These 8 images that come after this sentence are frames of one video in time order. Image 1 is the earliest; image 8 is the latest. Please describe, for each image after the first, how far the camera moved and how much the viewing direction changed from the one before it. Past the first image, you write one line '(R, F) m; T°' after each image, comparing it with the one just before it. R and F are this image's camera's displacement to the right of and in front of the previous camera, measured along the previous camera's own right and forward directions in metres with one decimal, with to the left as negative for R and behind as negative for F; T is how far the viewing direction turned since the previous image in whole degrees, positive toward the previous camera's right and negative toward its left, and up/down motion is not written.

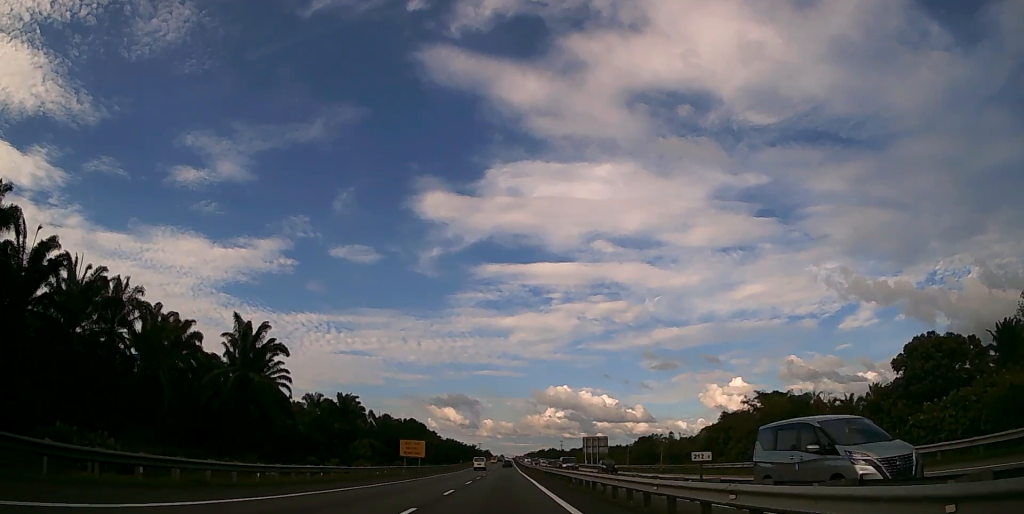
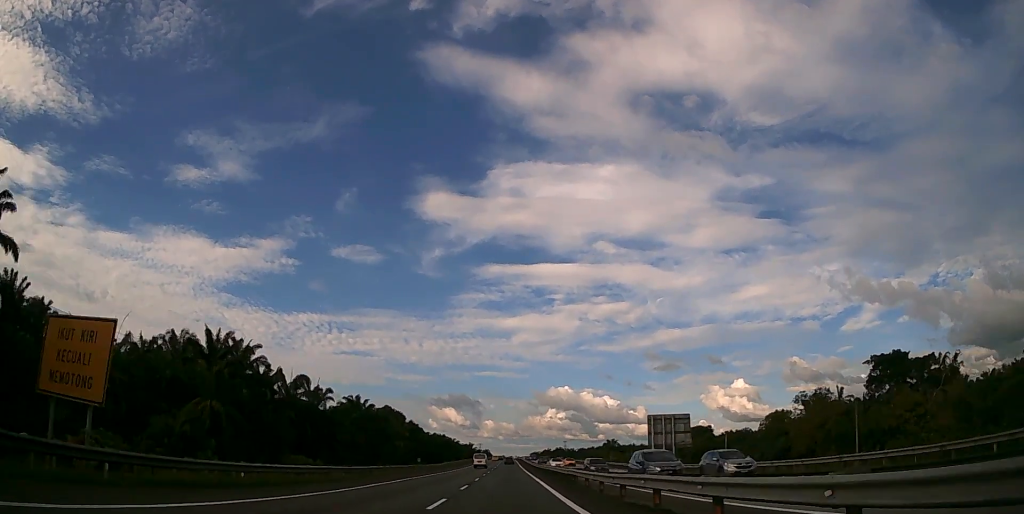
(-0.2, +58.7) m; 0°
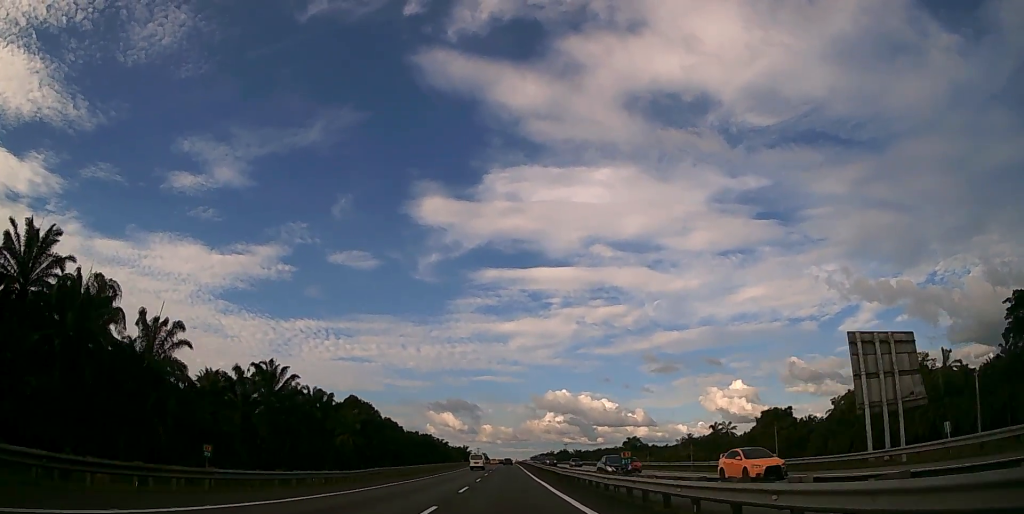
(-0.1, +44.0) m; 0°
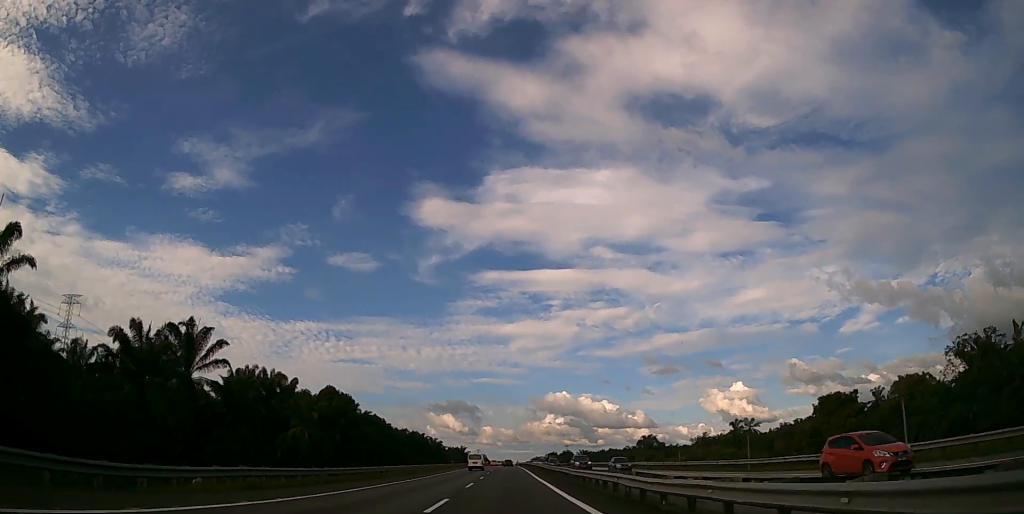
(0.0, +21.6) m; 0°
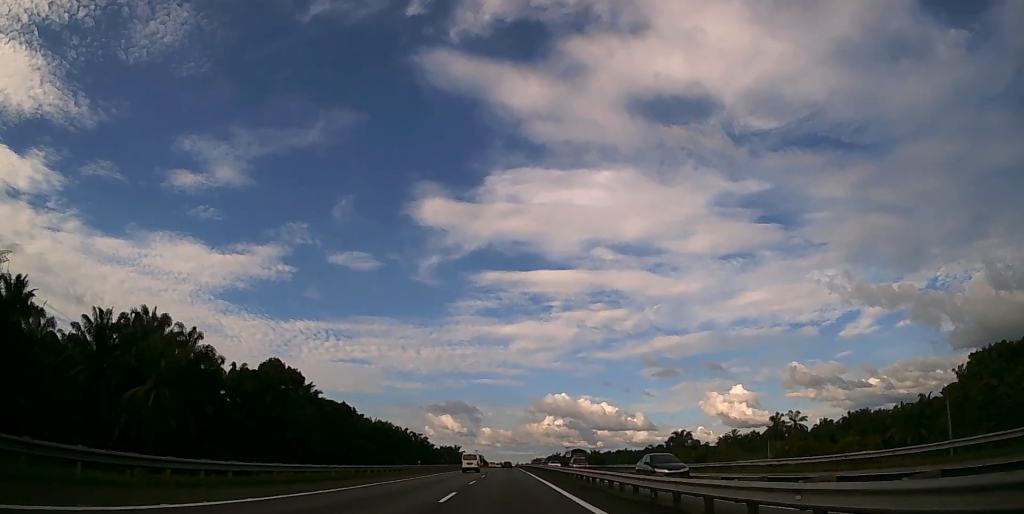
(0.0, +35.0) m; 0°
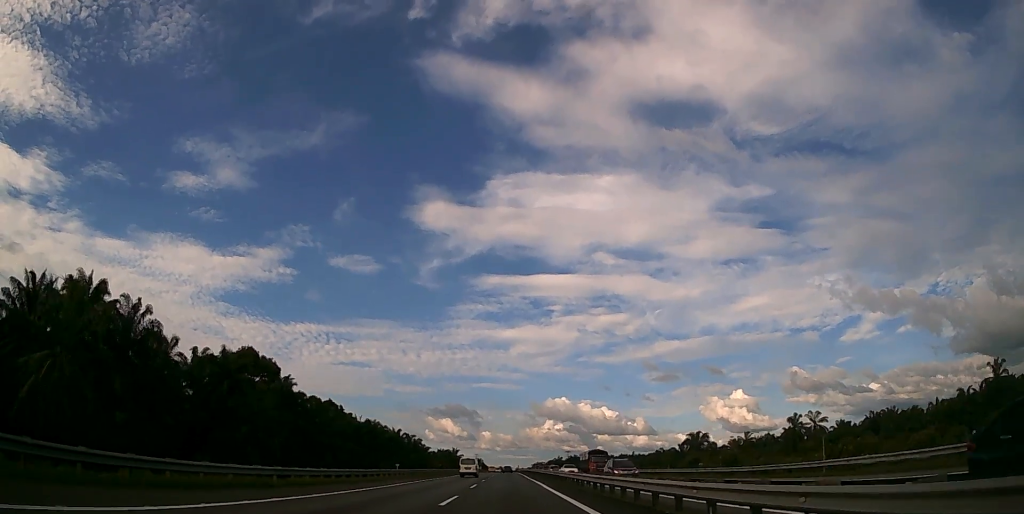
(0.0, +12.1) m; 0°
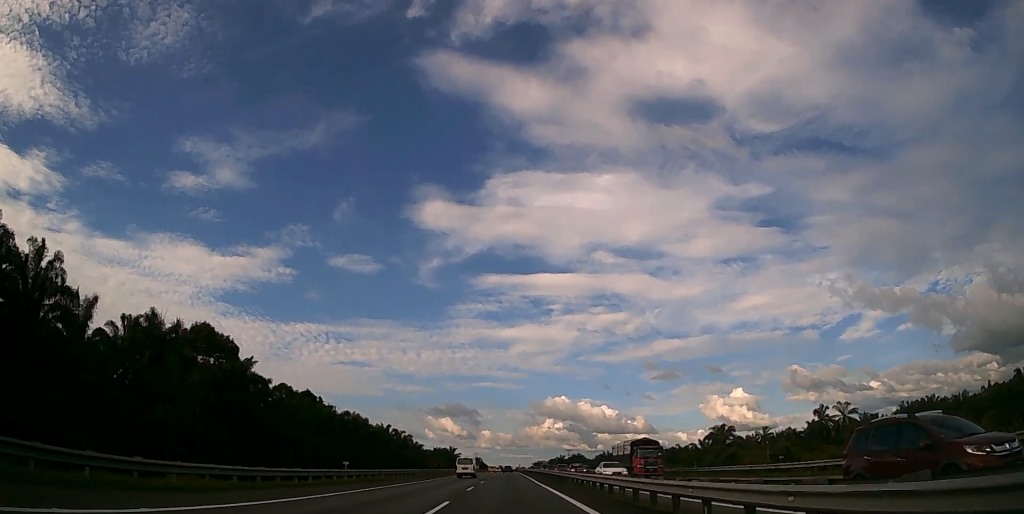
(0.0, +15.7) m; 0°
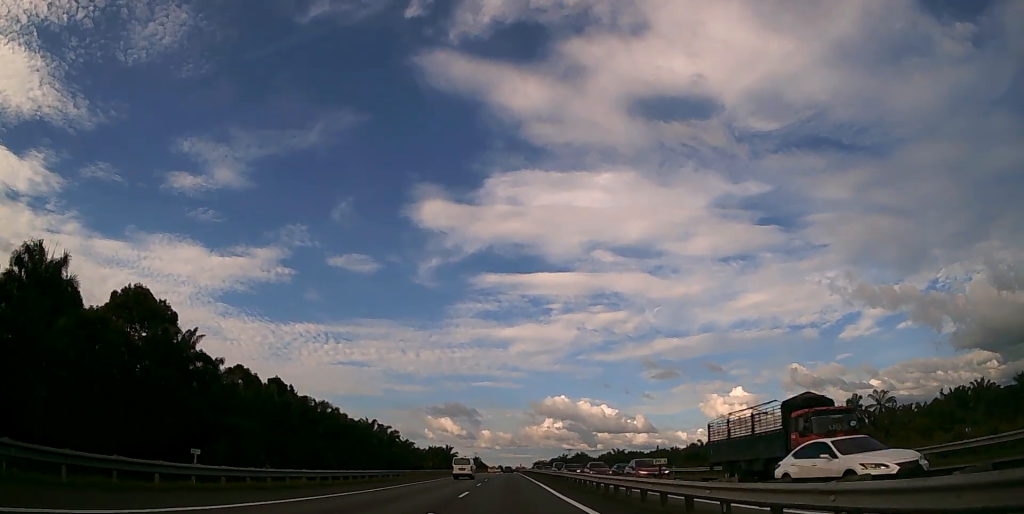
(0.0, +16.9) m; 0°
